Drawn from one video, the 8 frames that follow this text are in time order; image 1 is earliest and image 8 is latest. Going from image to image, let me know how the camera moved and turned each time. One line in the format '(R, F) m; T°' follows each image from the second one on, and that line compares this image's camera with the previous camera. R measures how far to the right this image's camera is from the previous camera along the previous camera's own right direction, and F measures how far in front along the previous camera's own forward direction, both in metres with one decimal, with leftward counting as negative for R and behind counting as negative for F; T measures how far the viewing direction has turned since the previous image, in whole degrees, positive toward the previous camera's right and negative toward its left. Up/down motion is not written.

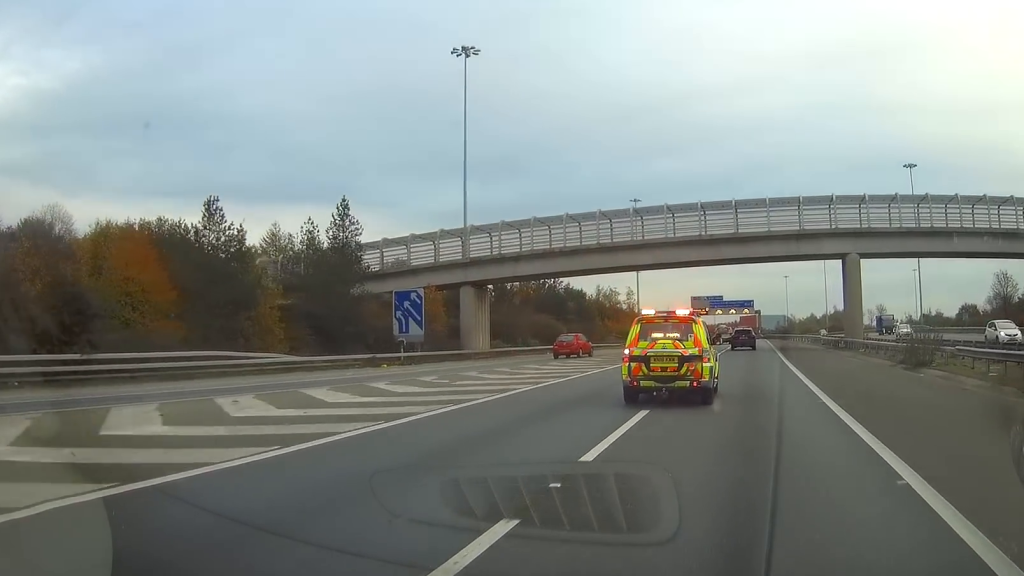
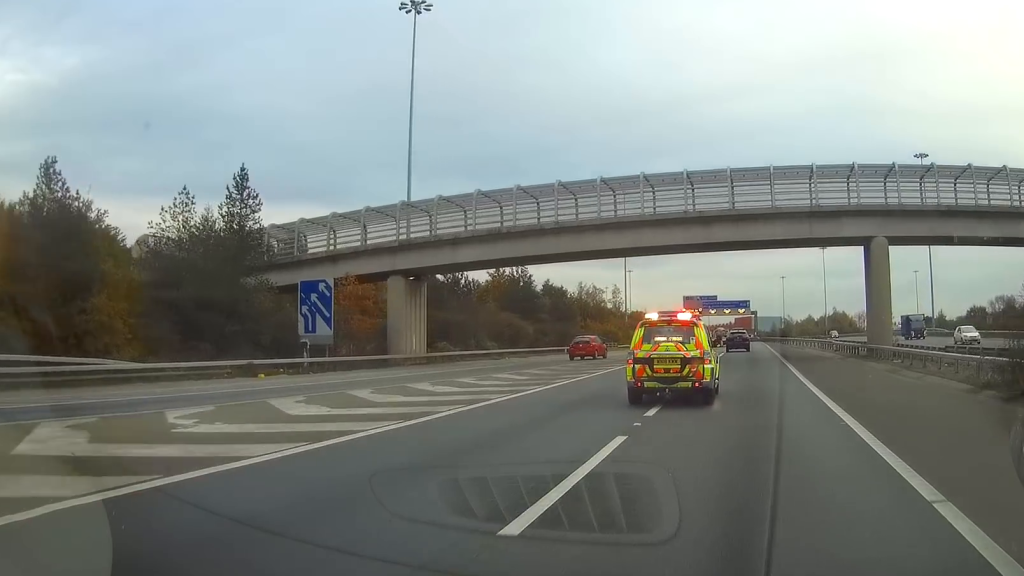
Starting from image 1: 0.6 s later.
(0.0, +12.3) m; 0°
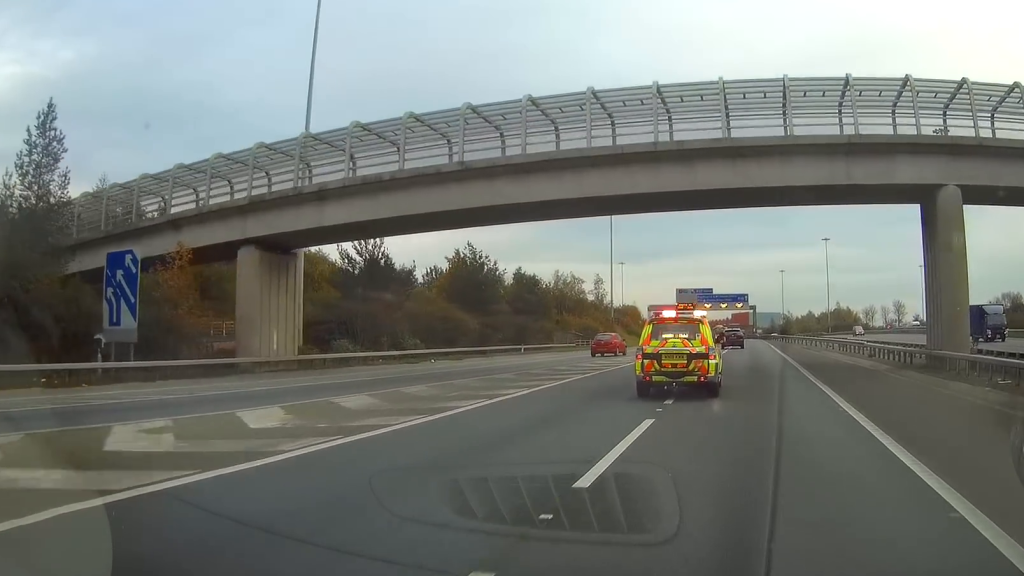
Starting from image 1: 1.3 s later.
(+0.1, +15.8) m; +1°
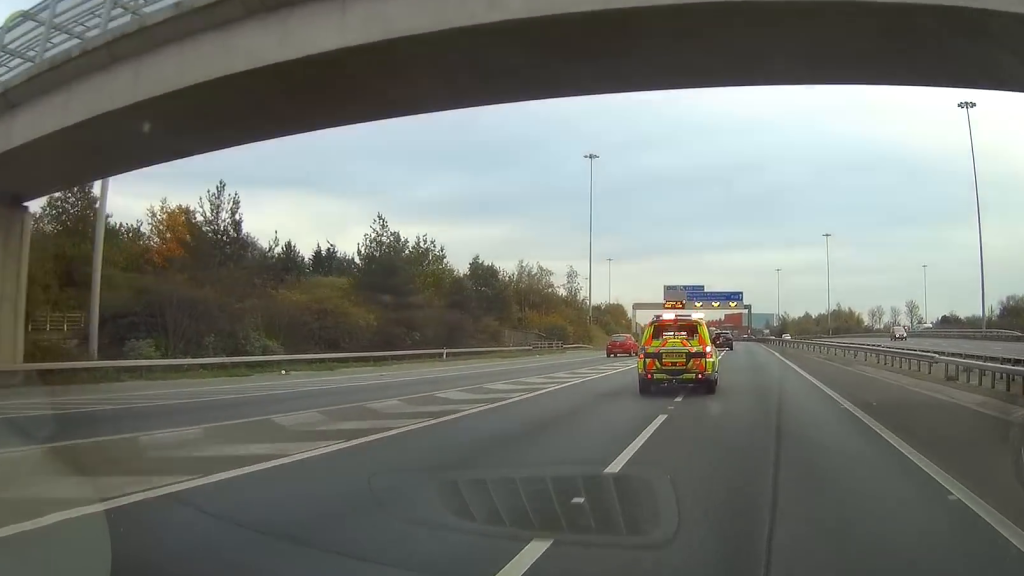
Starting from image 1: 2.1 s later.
(+0.1, +17.2) m; +1°
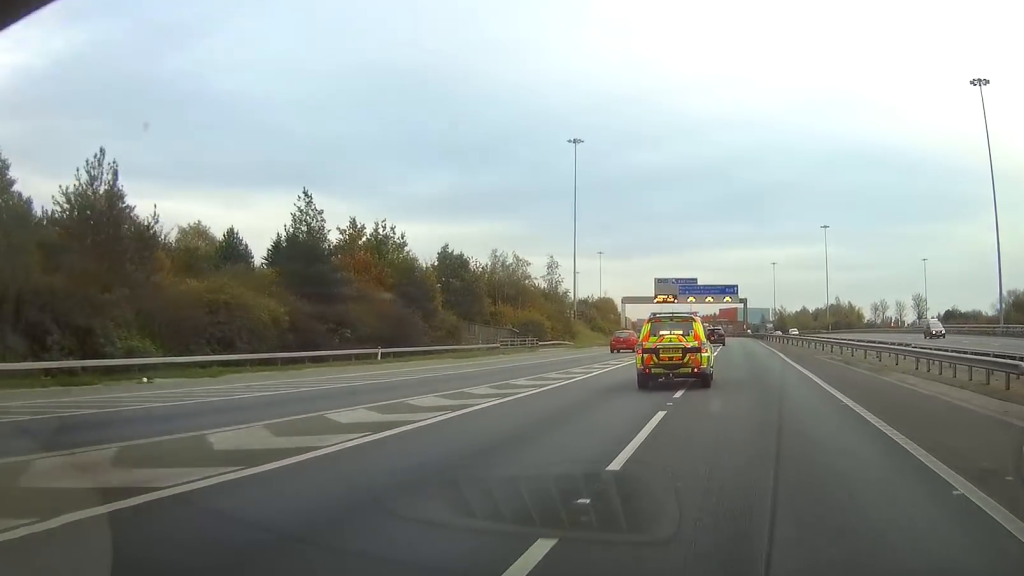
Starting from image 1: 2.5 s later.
(0.0, +9.2) m; 0°
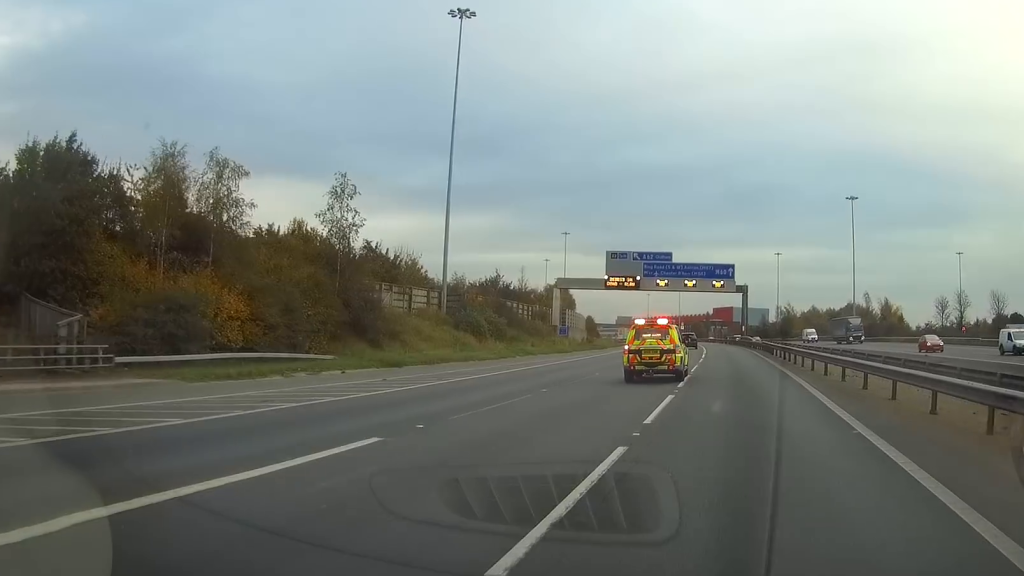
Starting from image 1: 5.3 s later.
(+0.4, +57.5) m; 0°
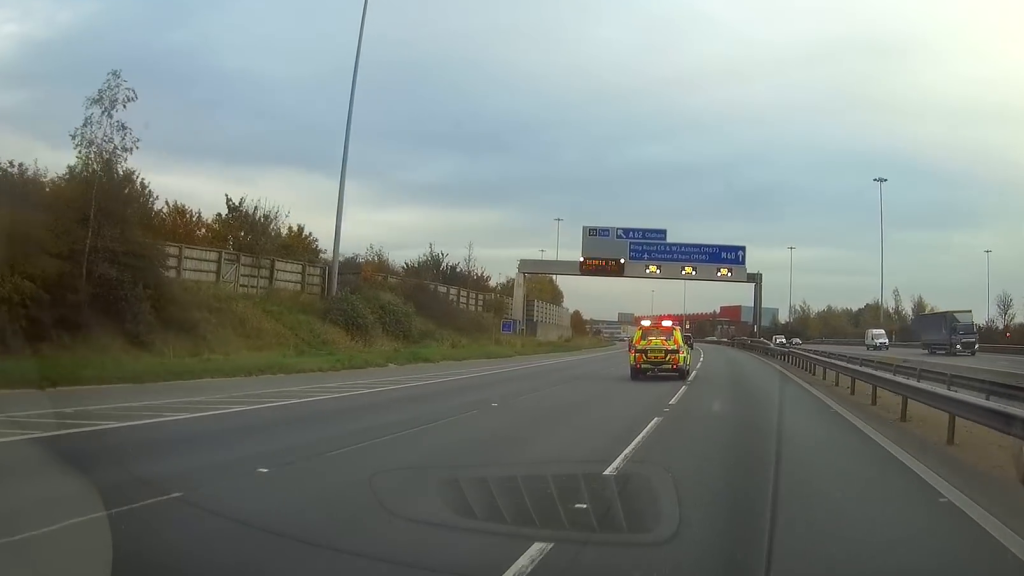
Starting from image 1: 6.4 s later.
(-0.2, +23.2) m; 0°
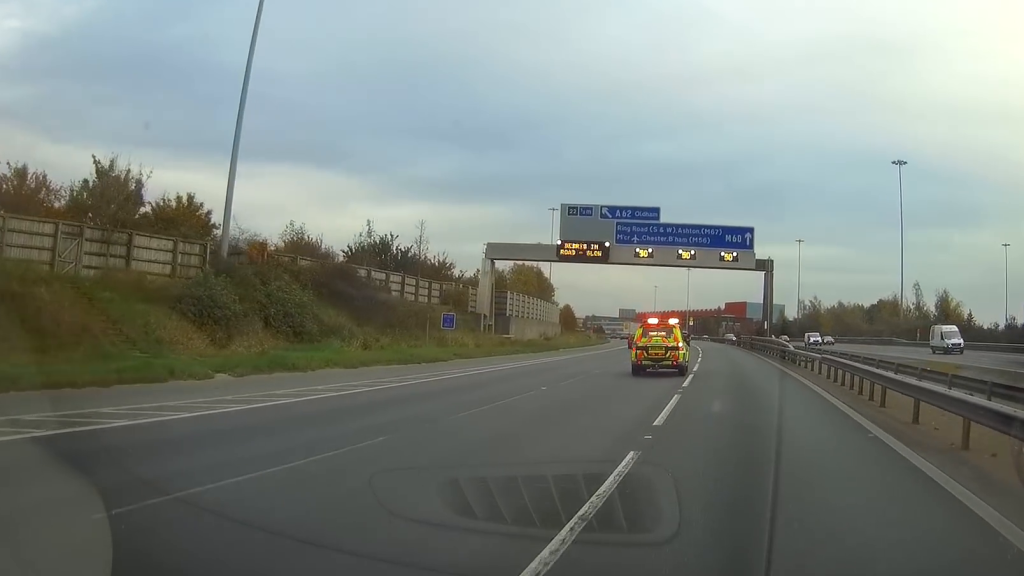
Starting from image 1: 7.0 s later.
(0.0, +13.5) m; 0°
